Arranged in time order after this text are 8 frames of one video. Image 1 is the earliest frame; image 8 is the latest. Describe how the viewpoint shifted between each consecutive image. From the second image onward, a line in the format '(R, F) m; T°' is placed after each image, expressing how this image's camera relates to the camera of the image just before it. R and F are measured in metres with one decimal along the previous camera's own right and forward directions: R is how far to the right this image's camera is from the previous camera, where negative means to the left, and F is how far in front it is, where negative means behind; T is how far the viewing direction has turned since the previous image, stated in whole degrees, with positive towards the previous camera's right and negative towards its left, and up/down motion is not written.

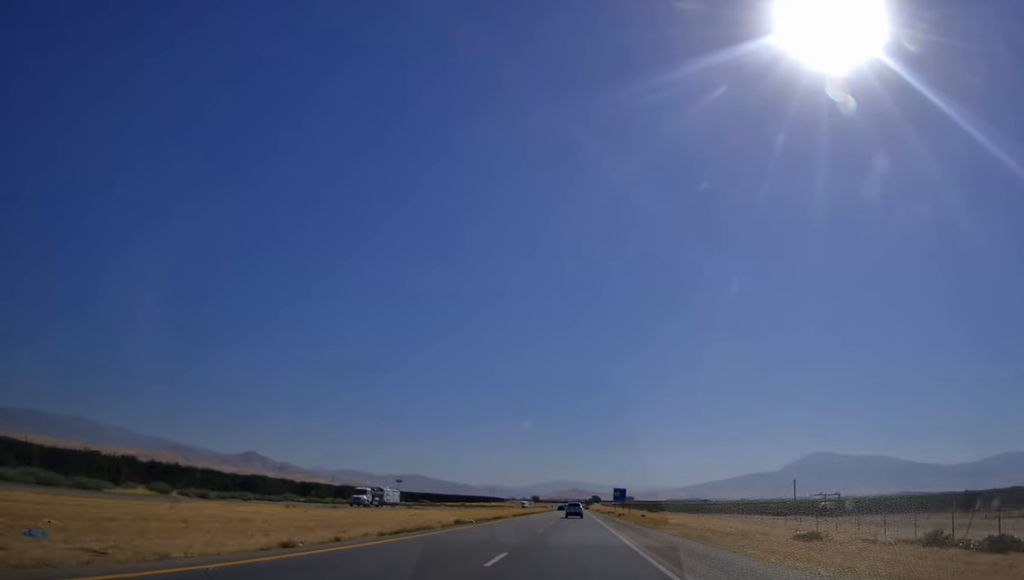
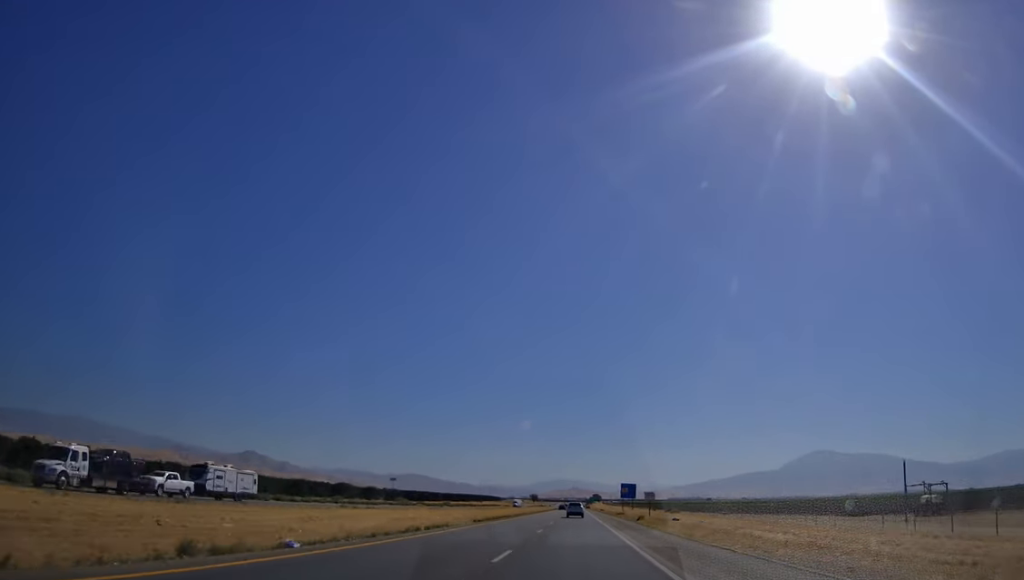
(0.0, +27.4) m; 0°
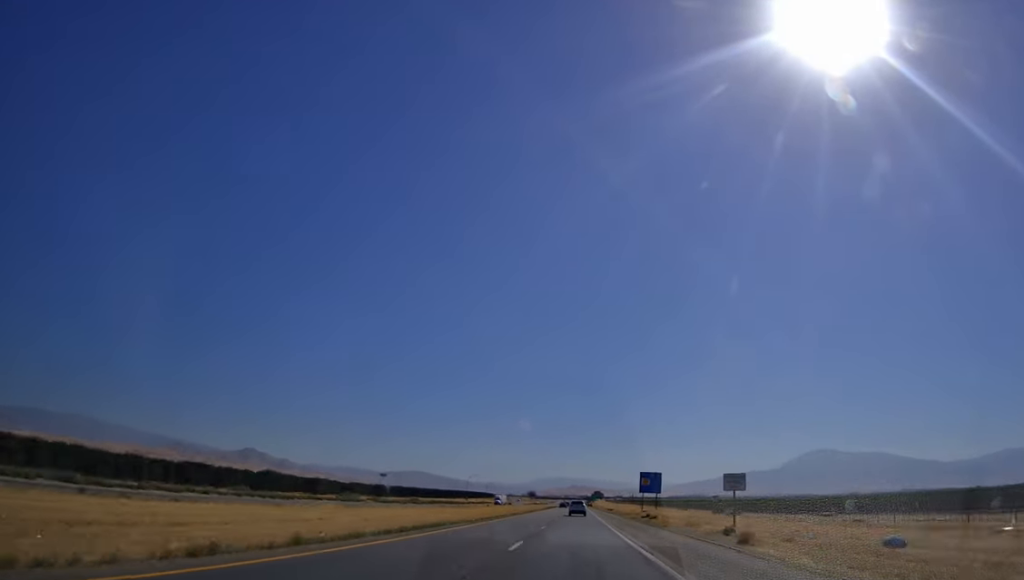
(0.0, +39.7) m; 0°
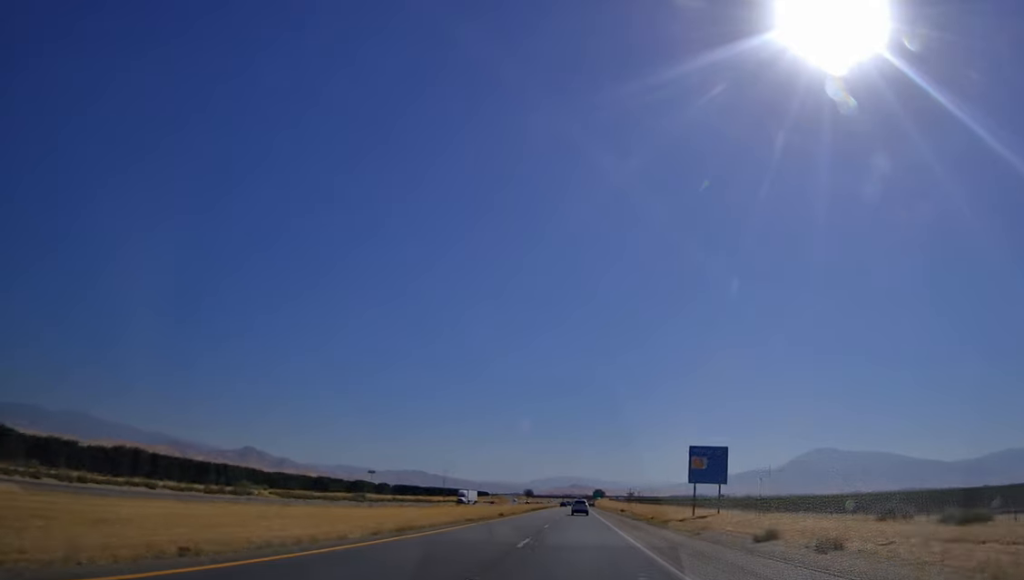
(+0.1, +43.6) m; 0°
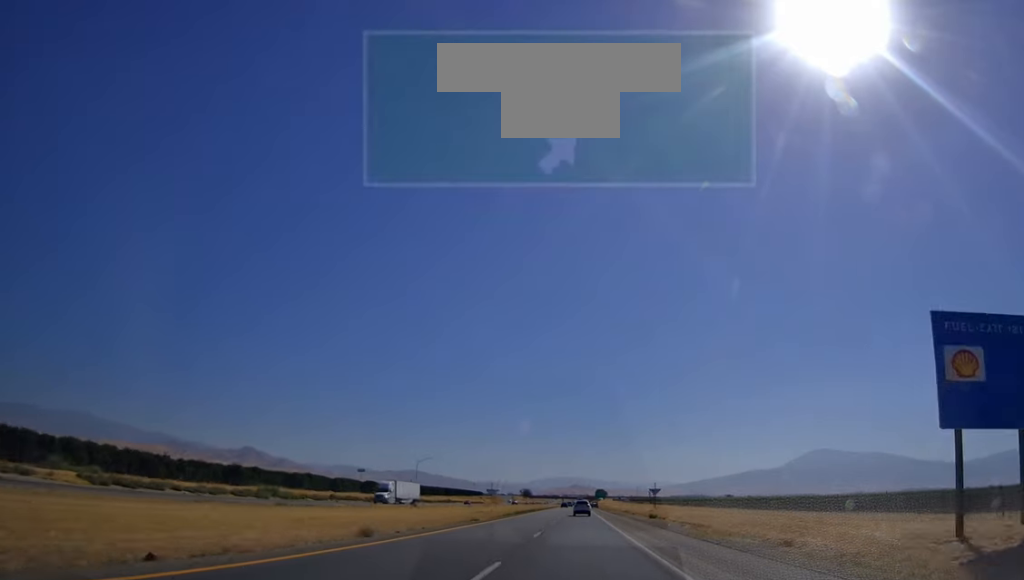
(0.0, +39.6) m; 0°
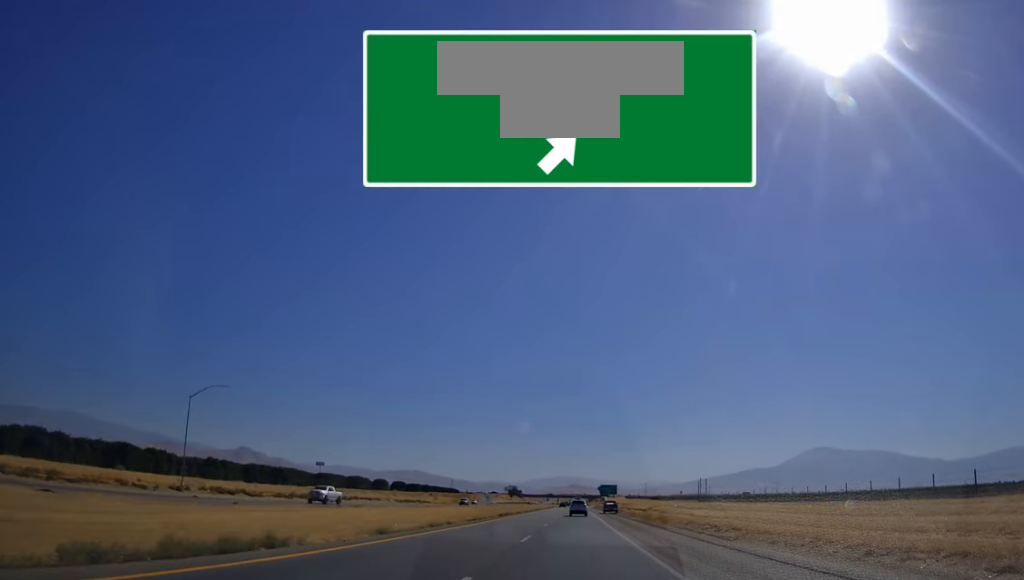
(+0.4, +105.4) m; 0°
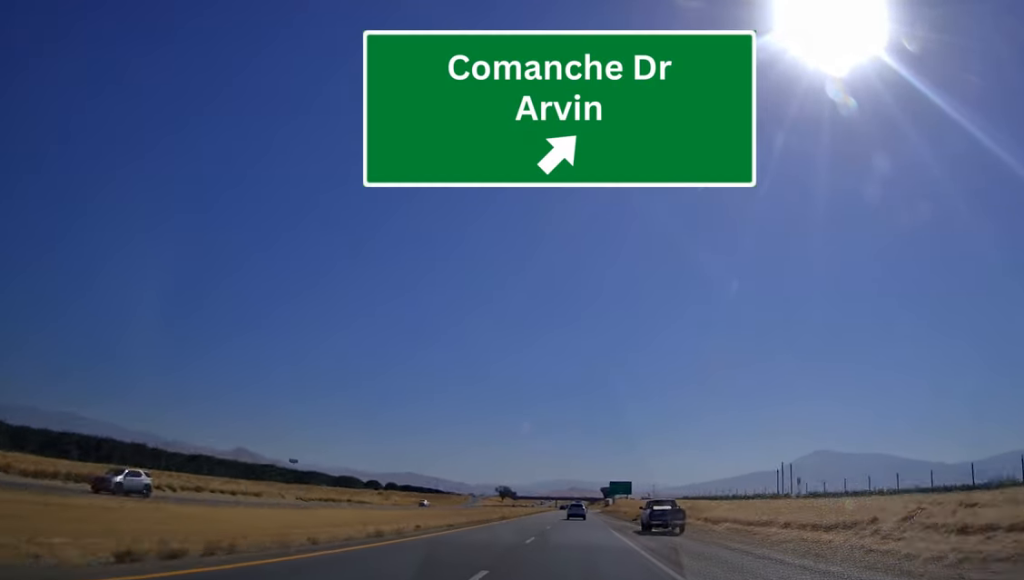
(-0.5, +57.4) m; 0°
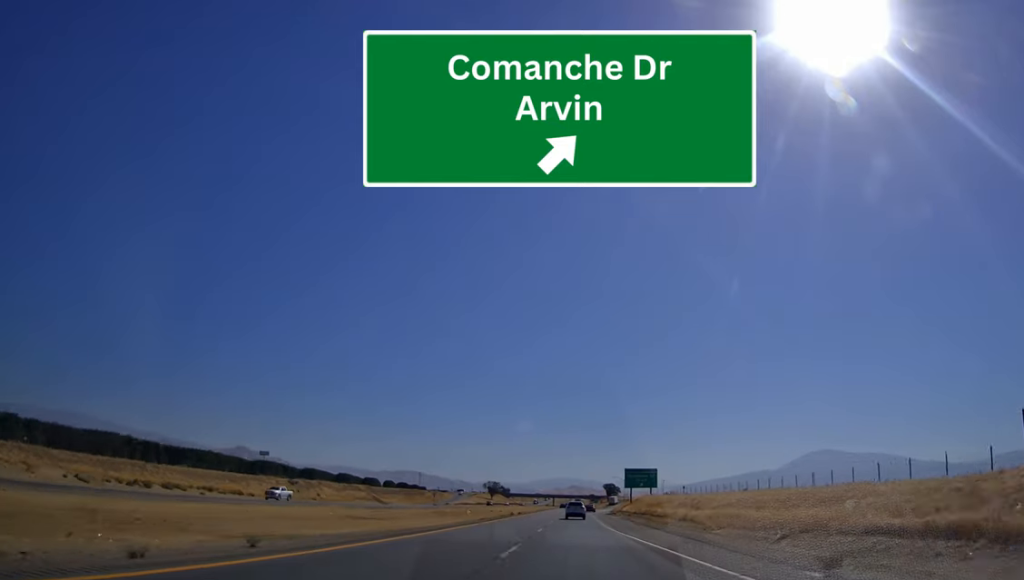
(+0.8, +55.0) m; 0°
